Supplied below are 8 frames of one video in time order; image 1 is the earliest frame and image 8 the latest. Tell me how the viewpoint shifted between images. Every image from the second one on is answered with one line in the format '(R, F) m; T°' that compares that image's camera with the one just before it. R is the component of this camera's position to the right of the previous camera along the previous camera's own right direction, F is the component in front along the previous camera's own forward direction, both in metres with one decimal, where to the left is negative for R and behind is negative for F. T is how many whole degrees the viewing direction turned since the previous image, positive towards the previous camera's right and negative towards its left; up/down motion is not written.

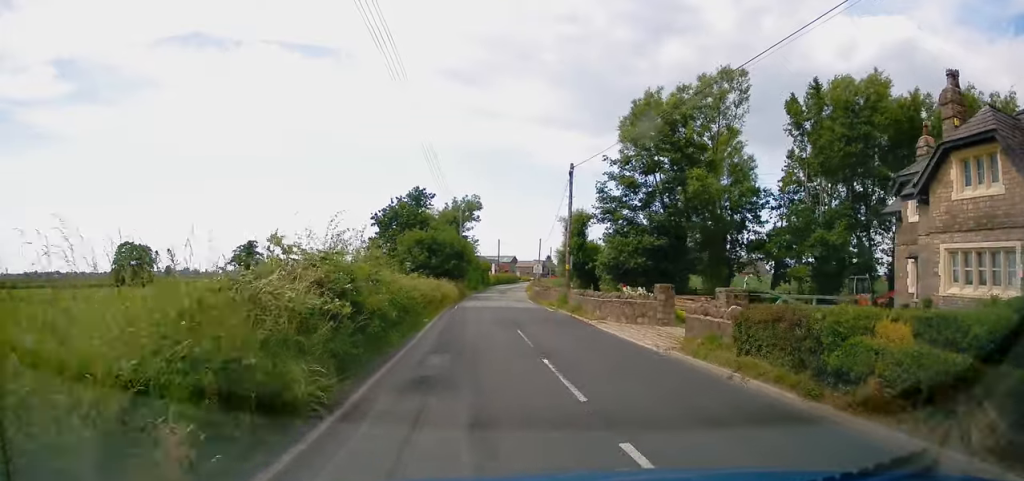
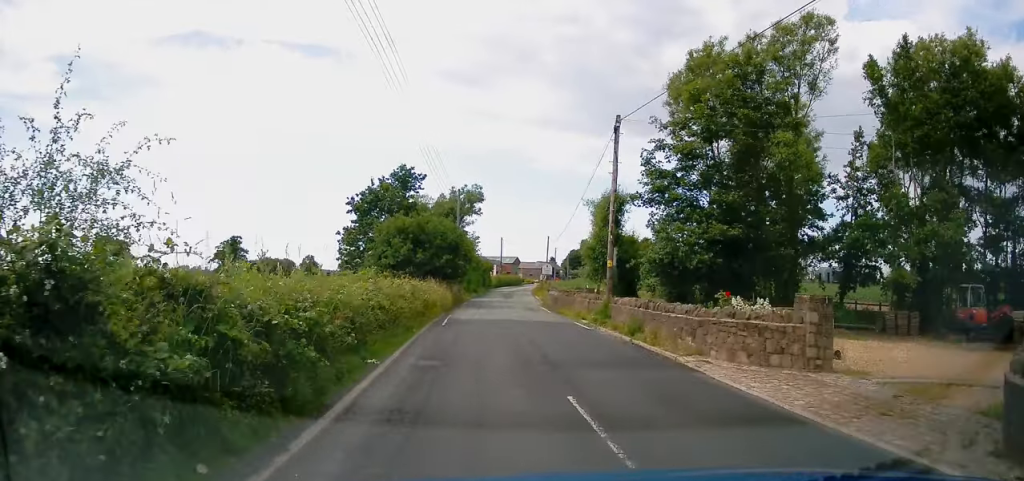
(+0.1, +9.6) m; +1°
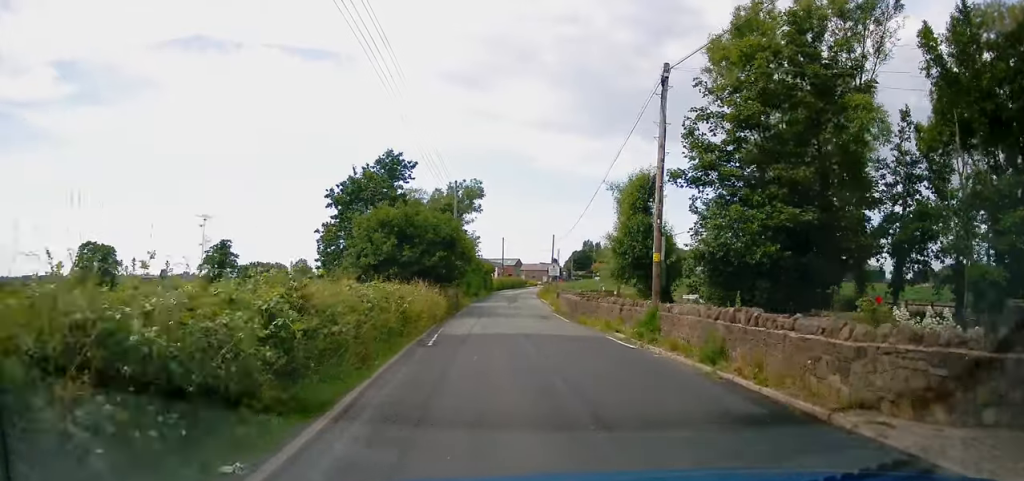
(0.0, +5.8) m; +1°
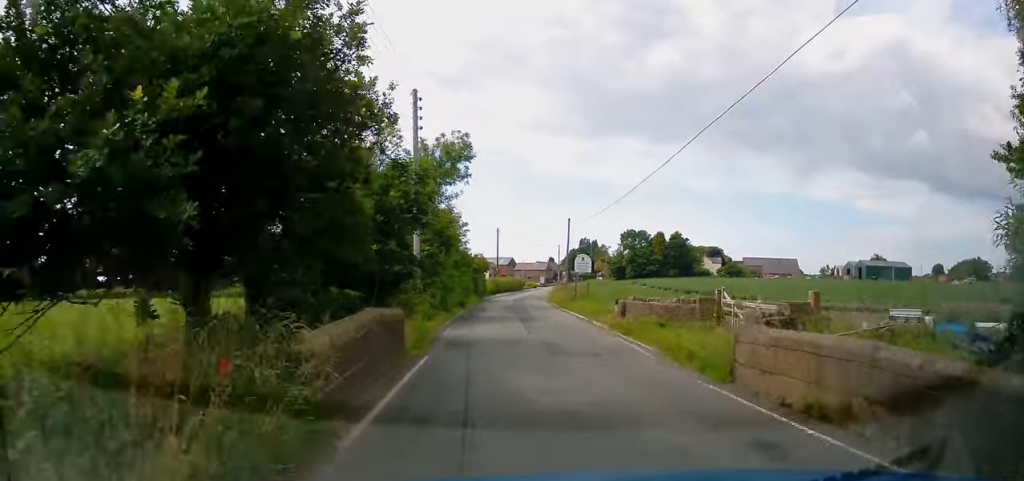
(+0.5, +21.4) m; +1°
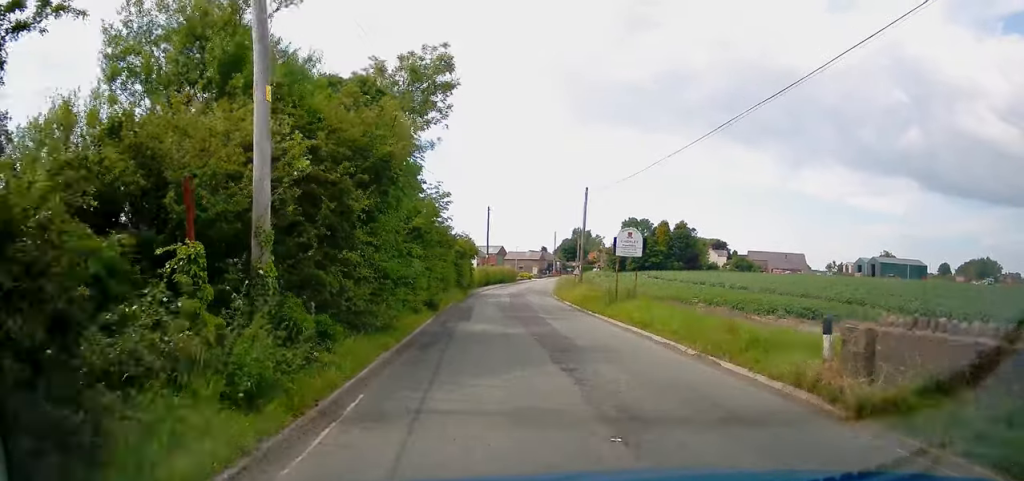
(-0.3, +14.4) m; -1°
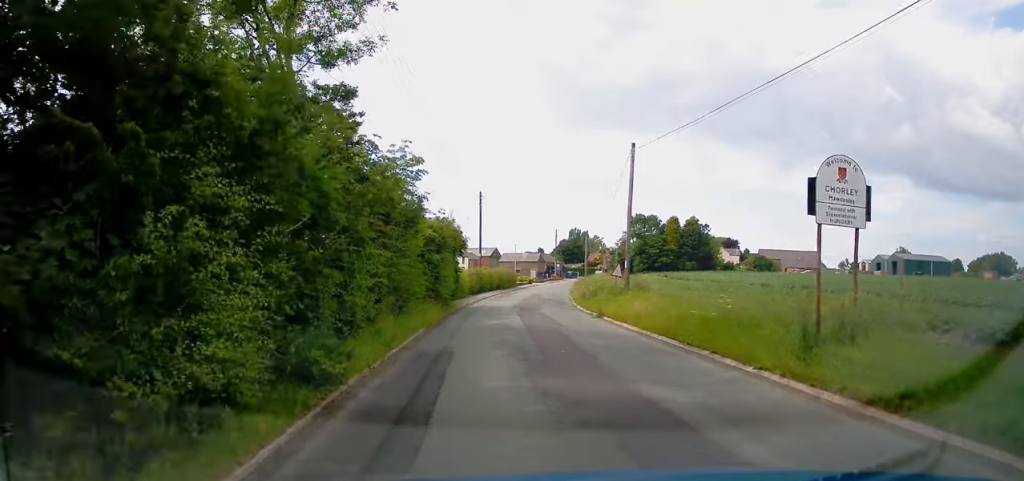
(+0.2, +15.6) m; +1°
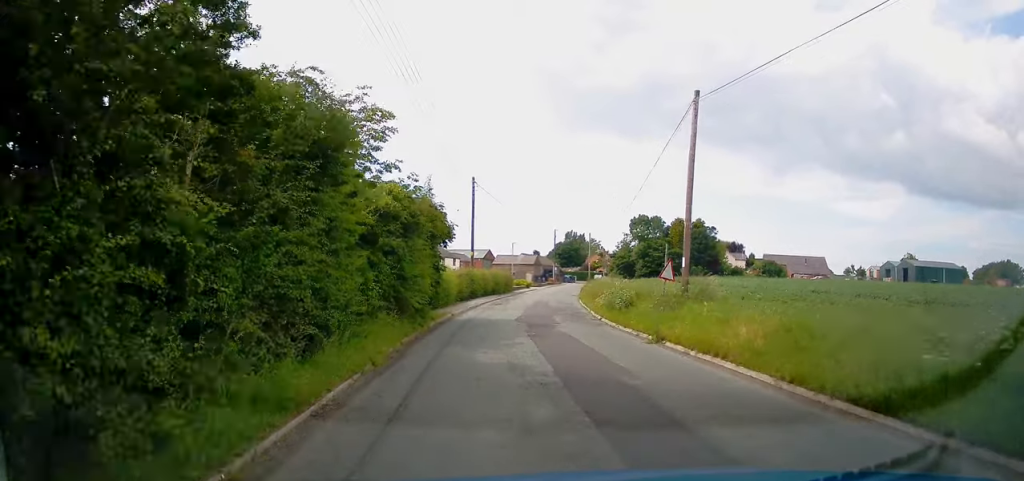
(0.0, +8.8) m; +2°
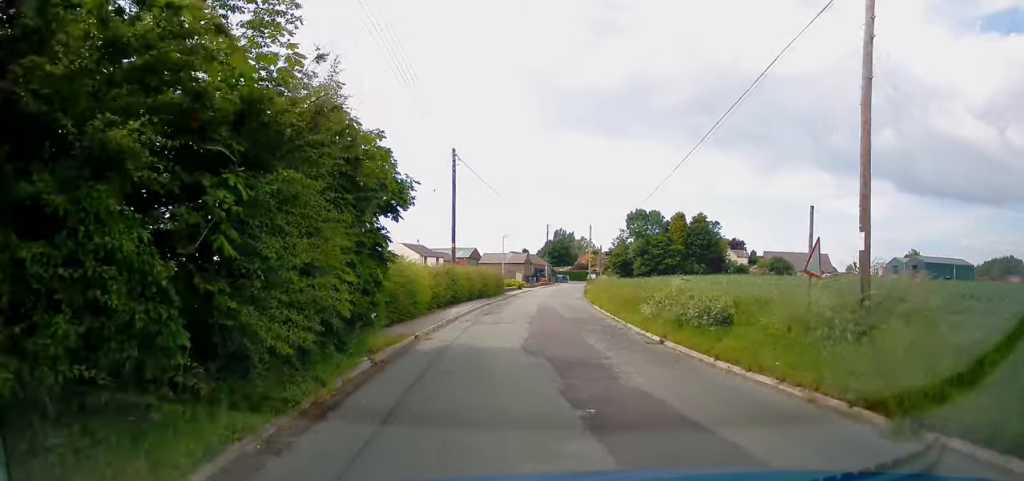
(+0.3, +10.5) m; +2°
